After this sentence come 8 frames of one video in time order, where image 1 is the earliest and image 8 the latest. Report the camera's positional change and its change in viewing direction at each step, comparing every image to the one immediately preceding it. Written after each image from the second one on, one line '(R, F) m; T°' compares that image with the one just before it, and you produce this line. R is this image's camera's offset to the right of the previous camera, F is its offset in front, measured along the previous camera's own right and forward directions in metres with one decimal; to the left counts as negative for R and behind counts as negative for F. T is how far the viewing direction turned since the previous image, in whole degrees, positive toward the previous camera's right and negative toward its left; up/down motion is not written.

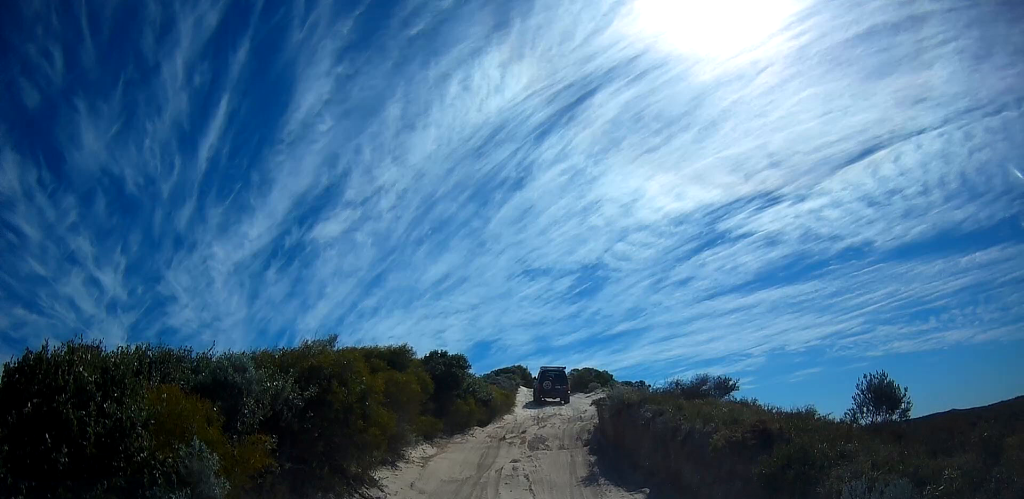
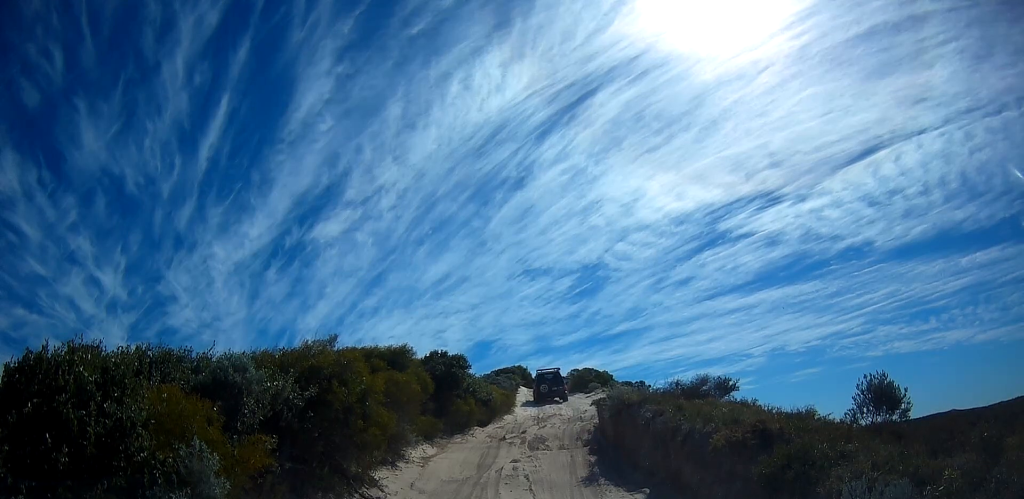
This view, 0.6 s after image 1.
(0.0, 0.0) m; 0°
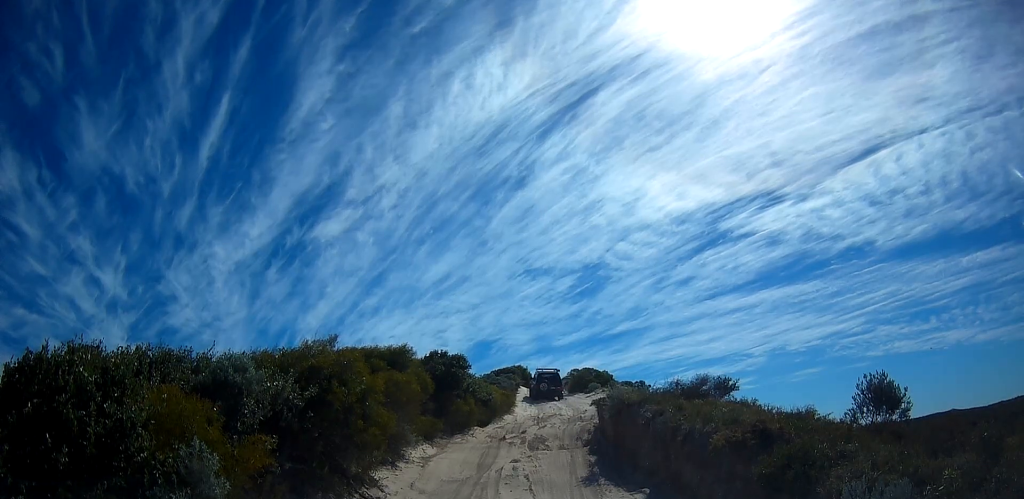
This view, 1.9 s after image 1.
(0.0, 0.0) m; 0°
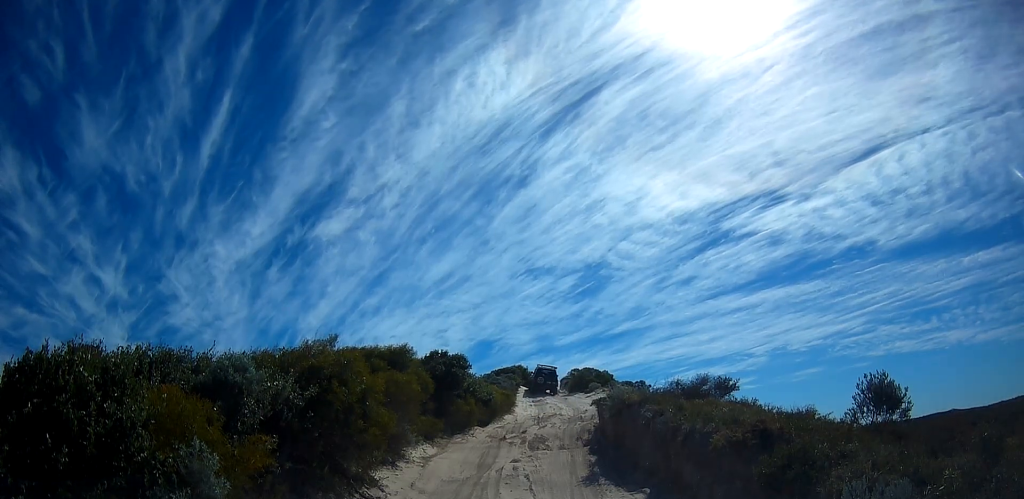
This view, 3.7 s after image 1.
(0.0, 0.0) m; 0°
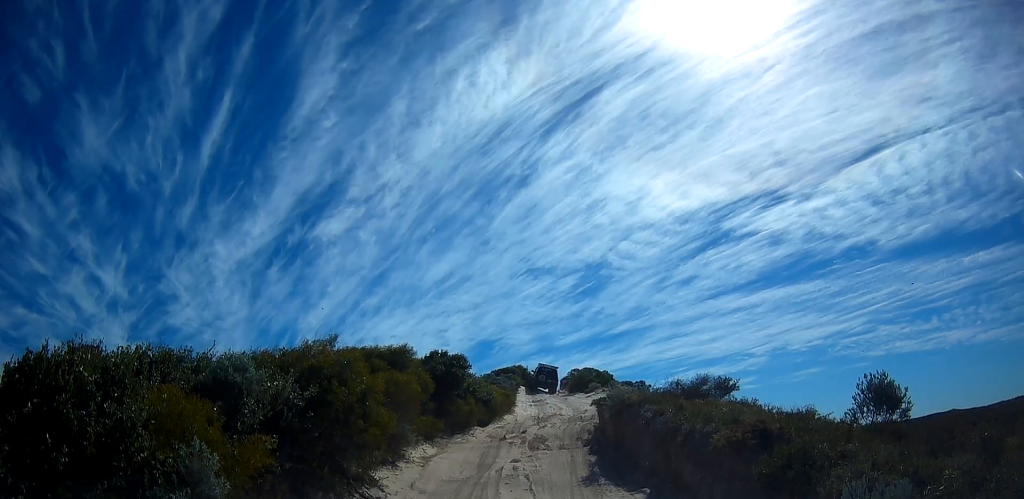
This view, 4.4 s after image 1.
(0.0, 0.0) m; 0°
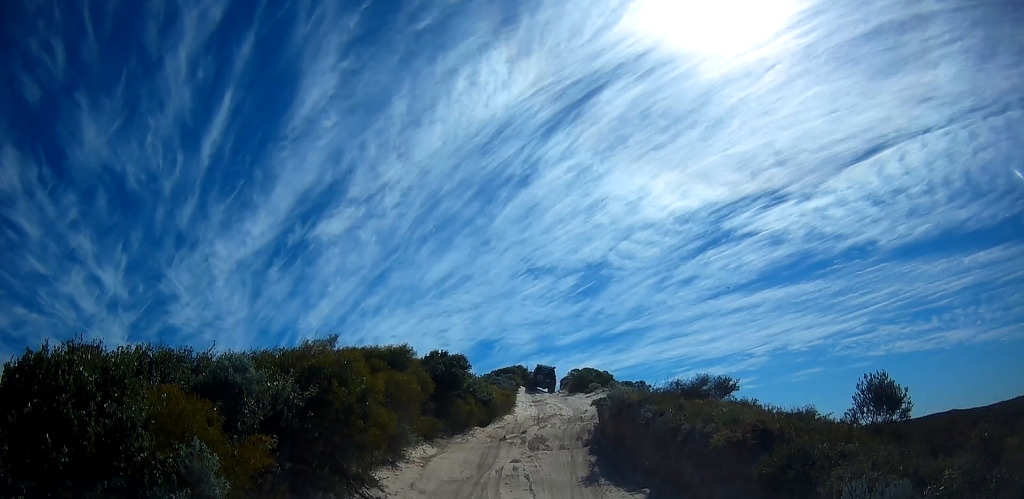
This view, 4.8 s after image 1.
(0.0, 0.0) m; 0°
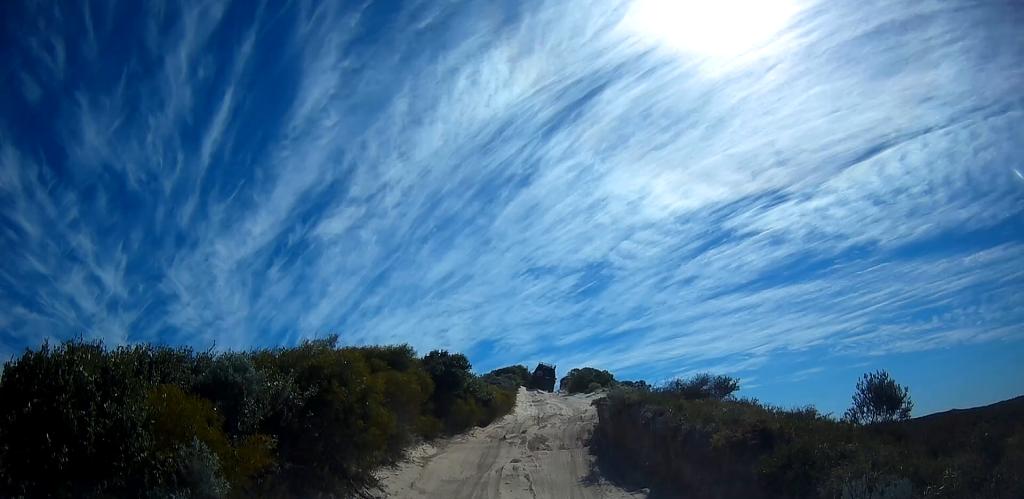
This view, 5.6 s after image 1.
(0.0, 0.0) m; 0°
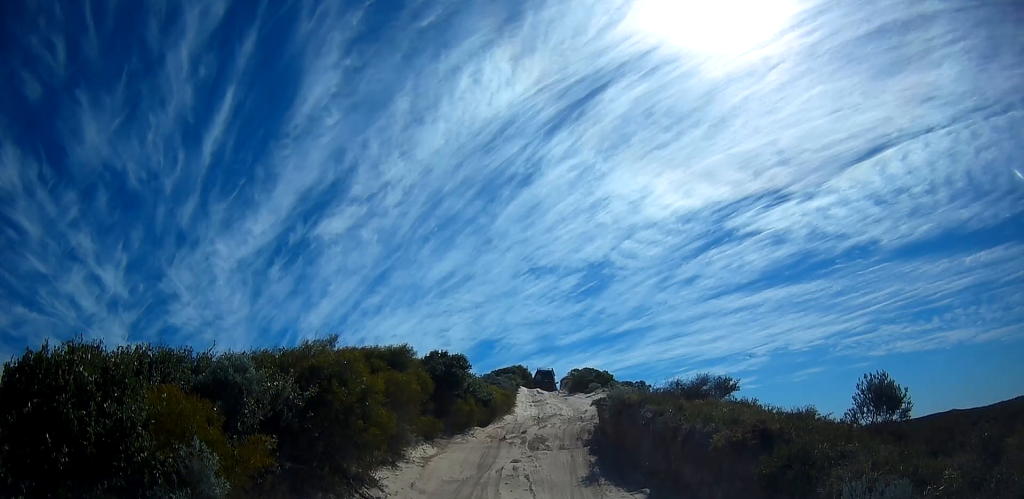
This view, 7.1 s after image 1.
(0.0, 0.0) m; 0°
